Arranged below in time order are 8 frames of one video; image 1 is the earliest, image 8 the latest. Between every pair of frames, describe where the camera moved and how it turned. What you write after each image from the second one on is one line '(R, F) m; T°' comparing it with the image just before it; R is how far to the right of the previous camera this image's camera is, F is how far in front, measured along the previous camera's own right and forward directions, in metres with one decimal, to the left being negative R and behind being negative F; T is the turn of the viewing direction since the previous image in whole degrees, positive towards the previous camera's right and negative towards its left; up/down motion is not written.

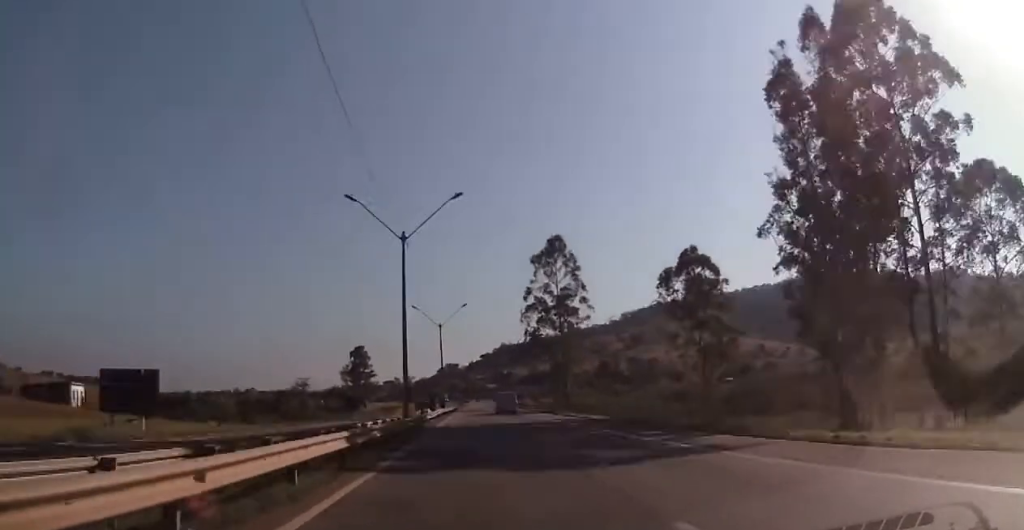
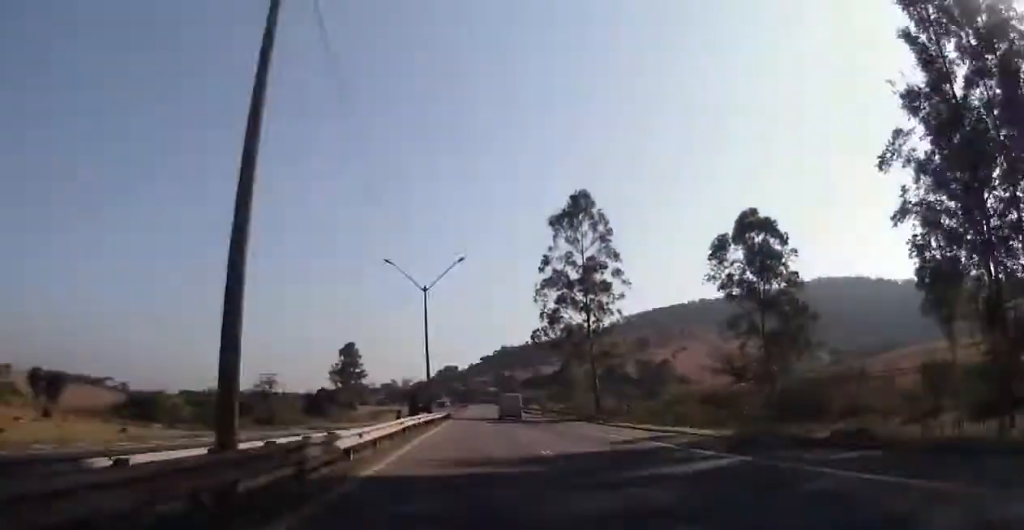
(-0.2, +23.3) m; 0°
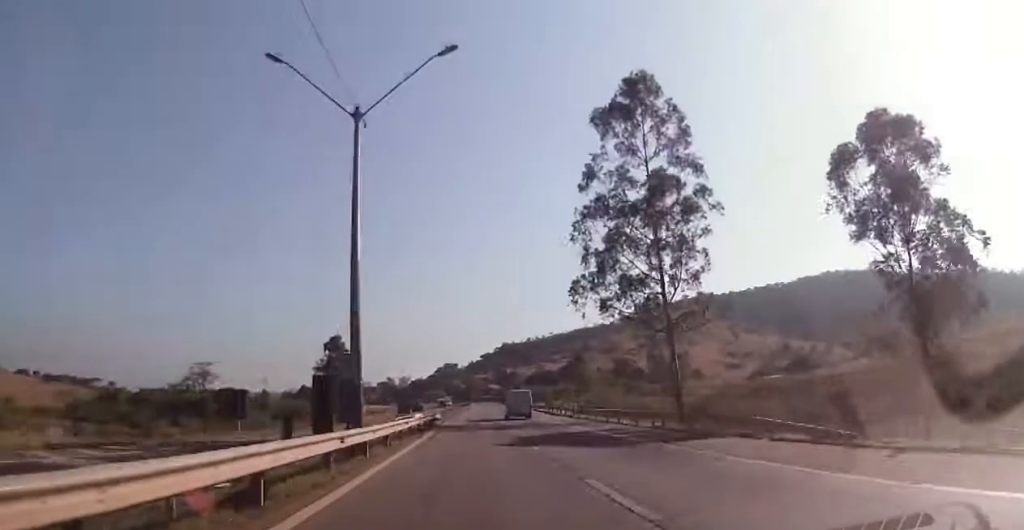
(+0.2, +30.1) m; +1°
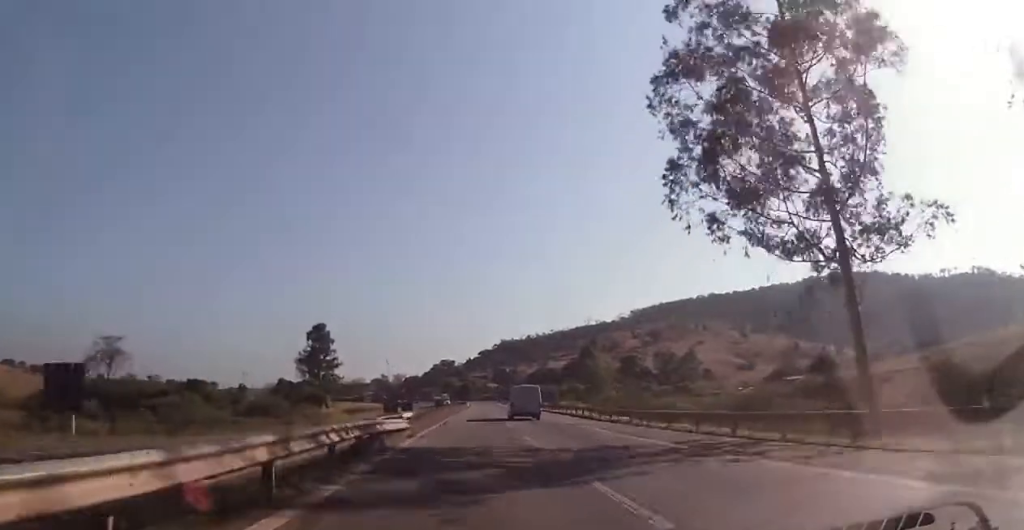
(+0.1, +23.7) m; 0°
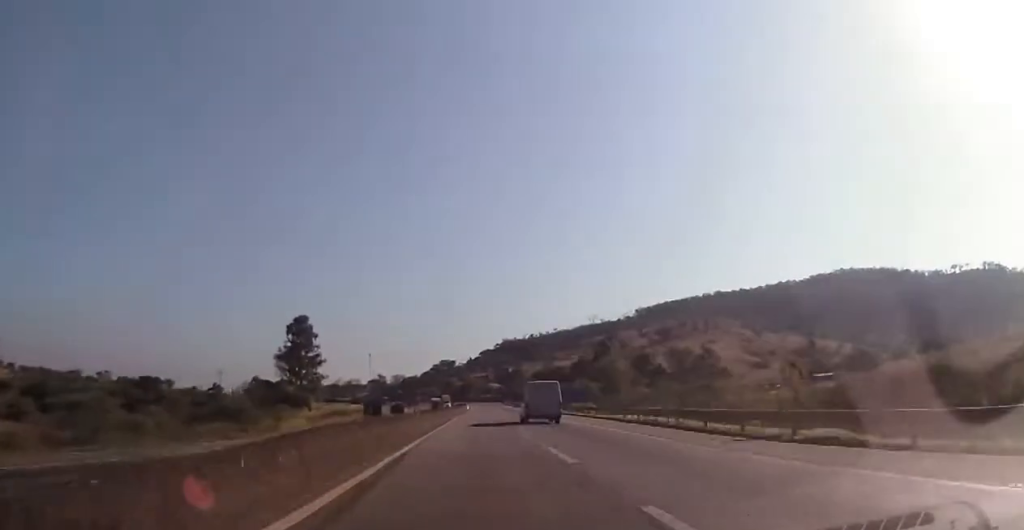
(+0.2, +26.5) m; 0°
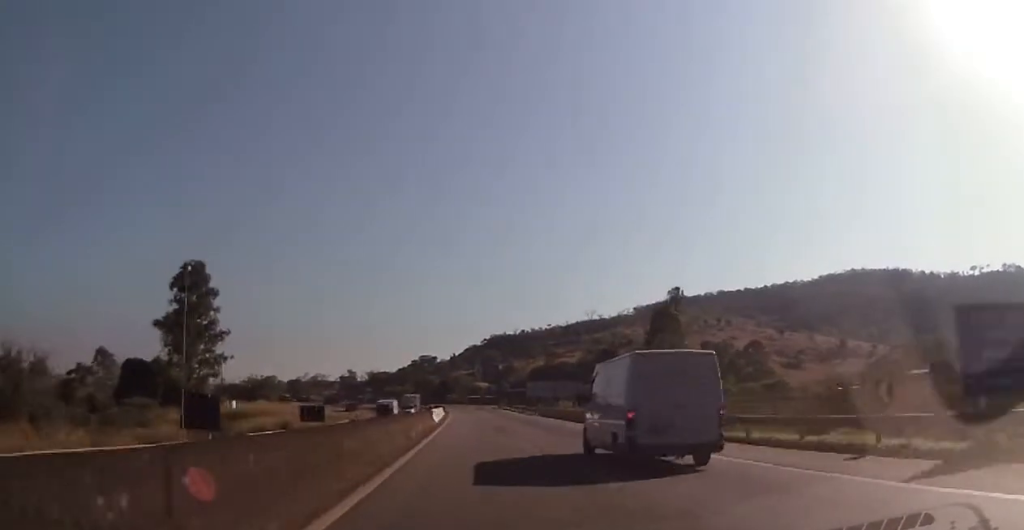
(0.0, +73.5) m; 0°
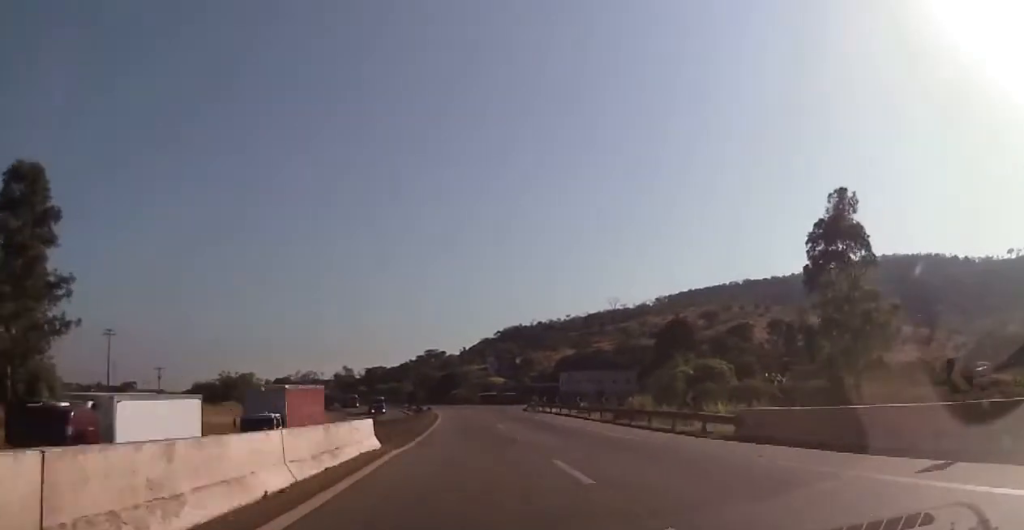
(+0.2, +59.3) m; 0°
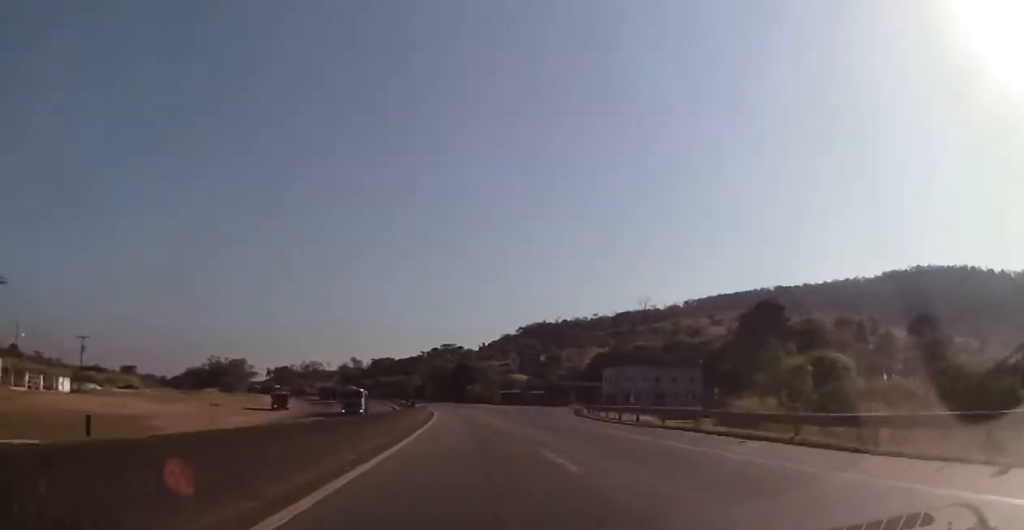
(+0.2, +35.0) m; -1°
